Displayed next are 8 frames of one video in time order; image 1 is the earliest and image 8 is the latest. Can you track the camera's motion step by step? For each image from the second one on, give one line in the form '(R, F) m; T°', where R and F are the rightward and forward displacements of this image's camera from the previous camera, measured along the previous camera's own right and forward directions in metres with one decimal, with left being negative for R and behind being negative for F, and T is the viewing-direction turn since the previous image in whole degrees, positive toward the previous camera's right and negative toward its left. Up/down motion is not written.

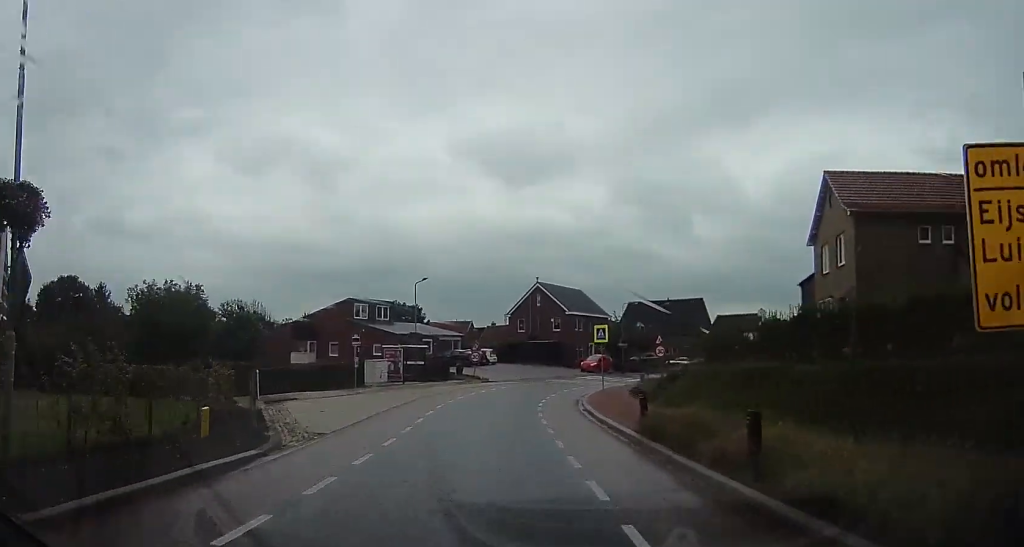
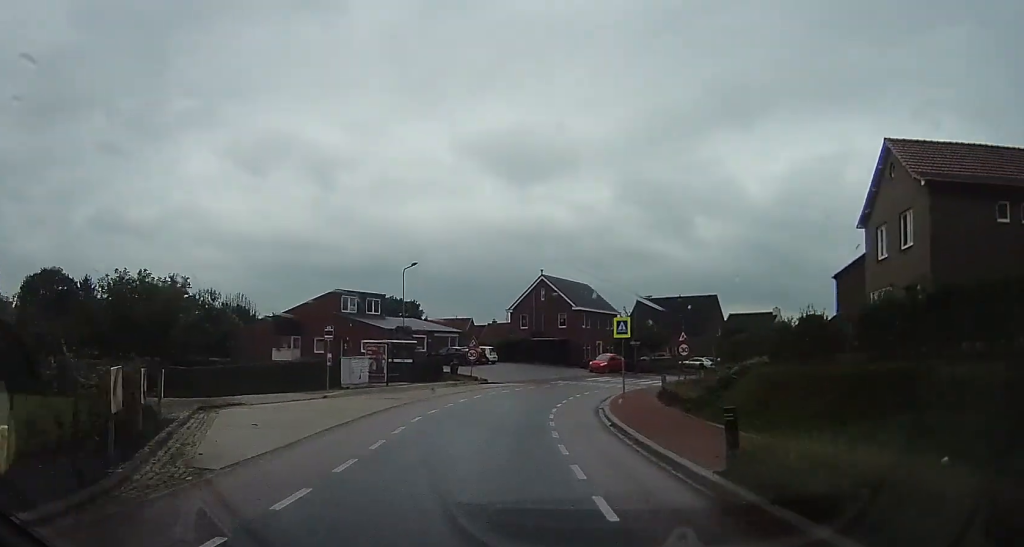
(+0.1, +4.9) m; -1°
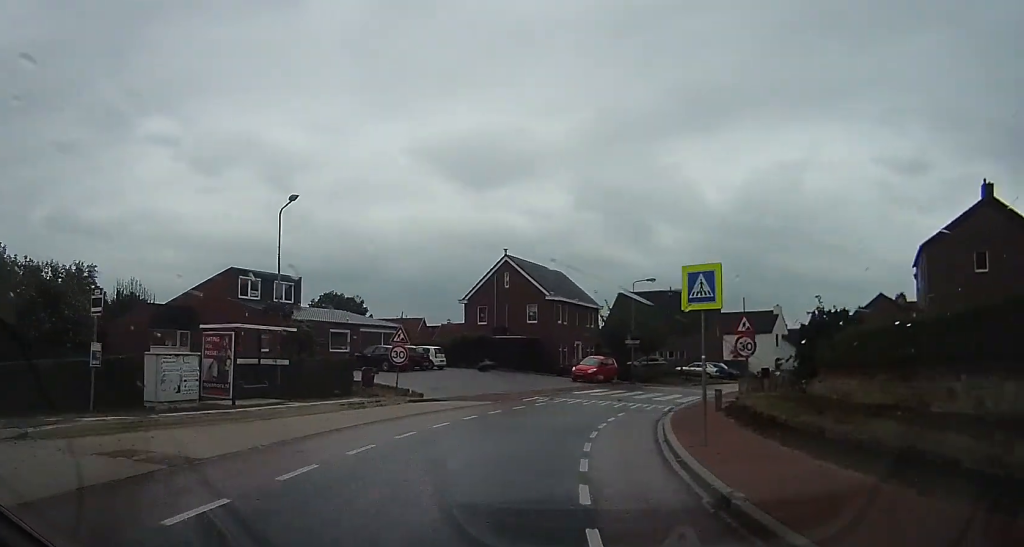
(0.0, +13.5) m; +3°
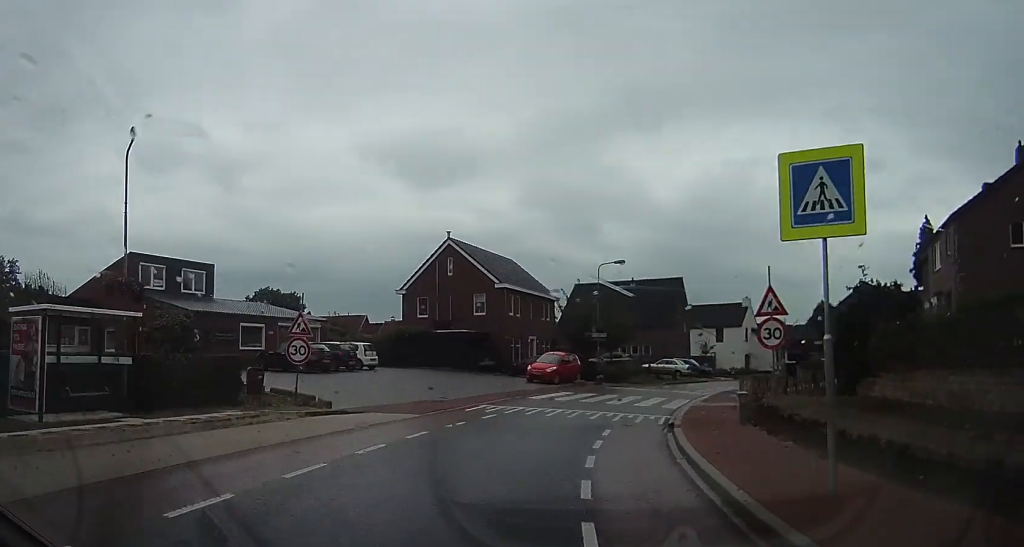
(+0.3, +6.0) m; +5°
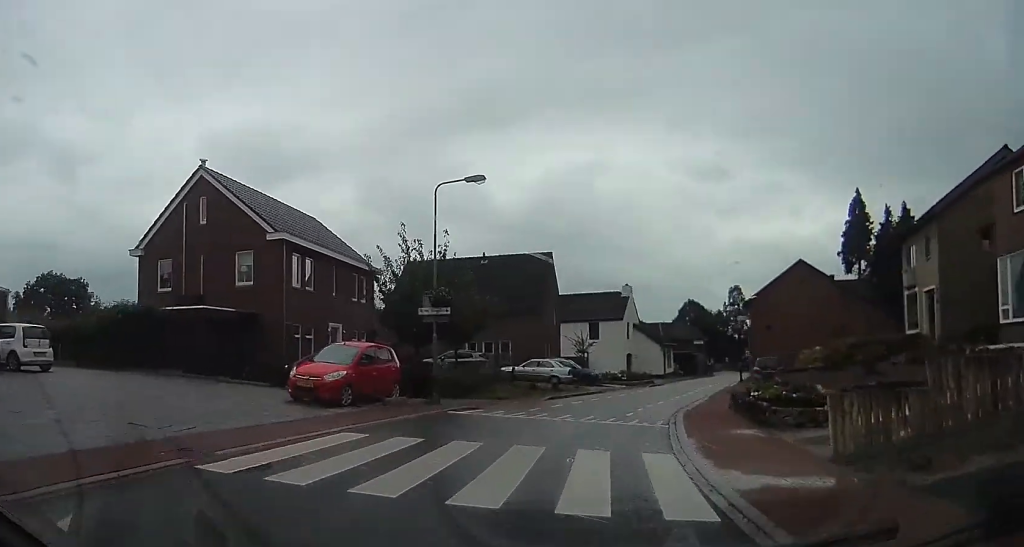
(+1.6, +15.4) m; +11°
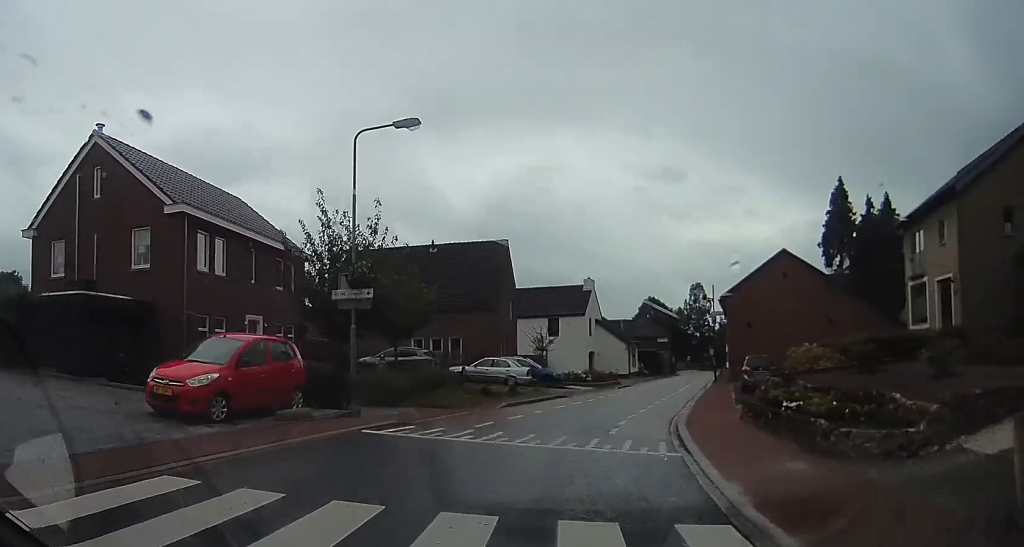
(+0.4, +4.3) m; +5°
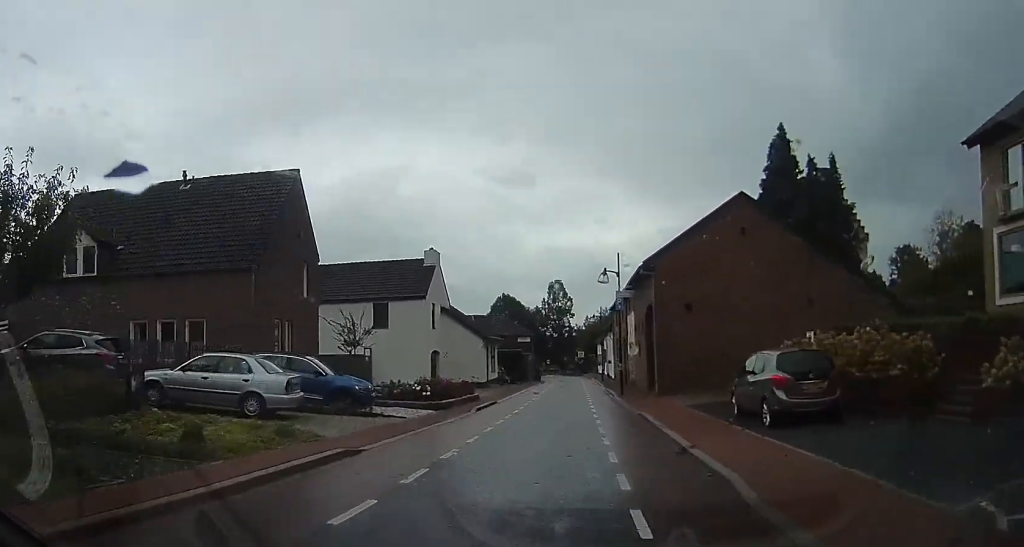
(+2.5, +14.9) m; +20°
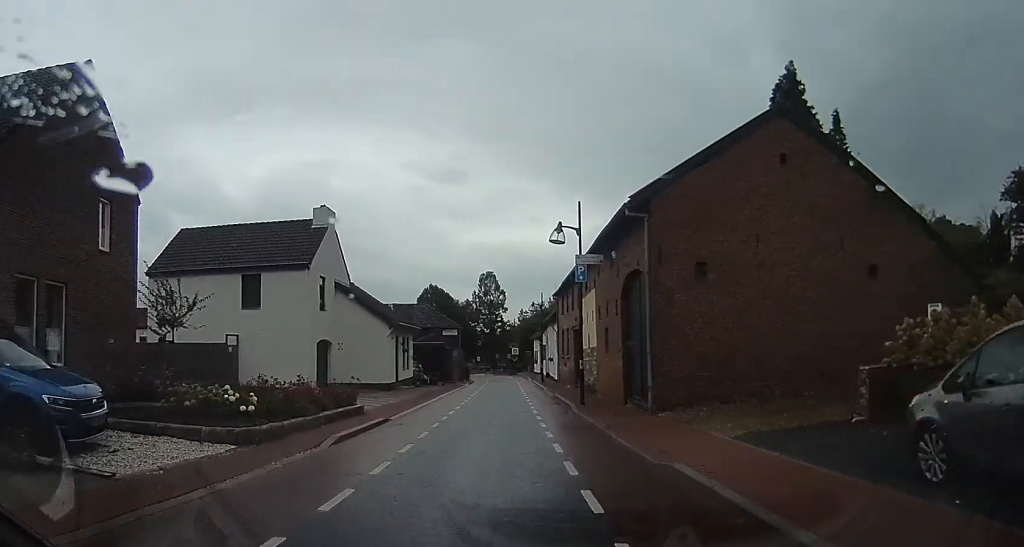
(+1.0, +9.1) m; +5°
